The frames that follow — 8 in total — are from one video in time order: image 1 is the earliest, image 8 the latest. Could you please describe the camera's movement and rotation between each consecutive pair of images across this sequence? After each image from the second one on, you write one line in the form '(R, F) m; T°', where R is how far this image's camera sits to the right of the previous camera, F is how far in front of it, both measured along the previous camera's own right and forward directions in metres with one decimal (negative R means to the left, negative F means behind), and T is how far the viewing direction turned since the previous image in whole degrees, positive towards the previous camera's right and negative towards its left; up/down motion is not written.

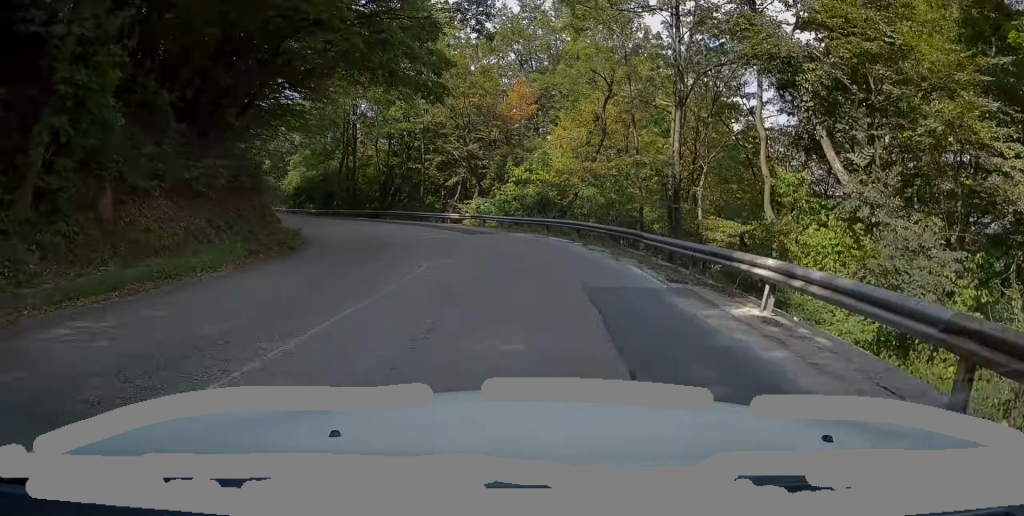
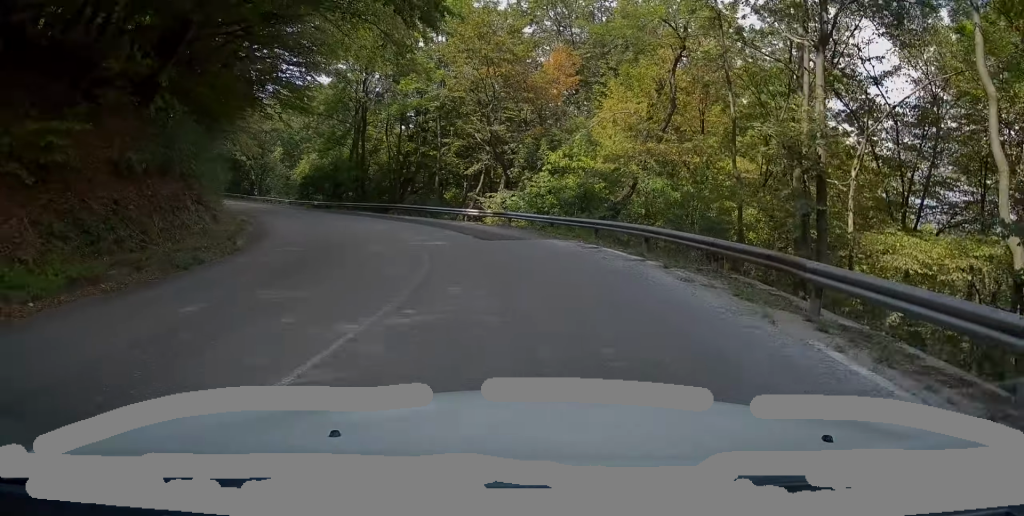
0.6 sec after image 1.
(+0.1, +7.5) m; -5°
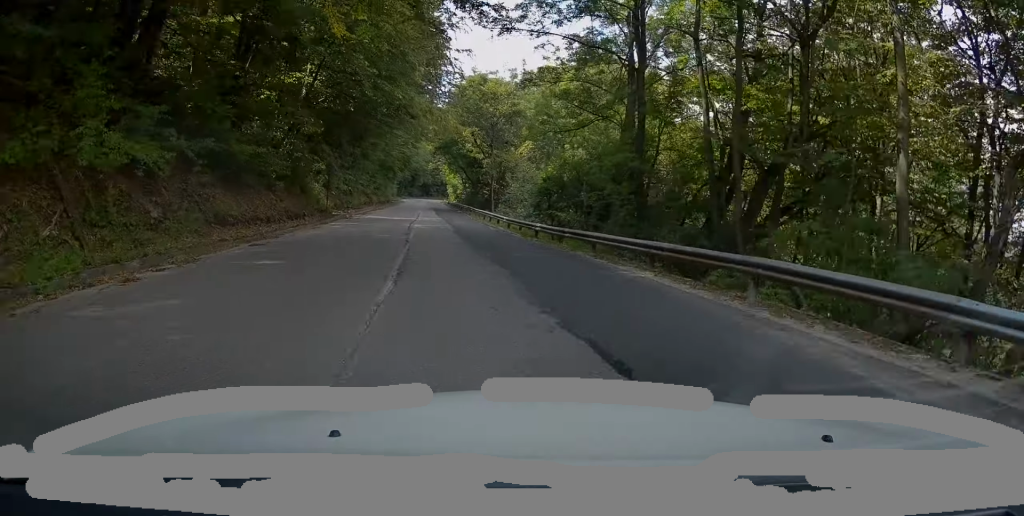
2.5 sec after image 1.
(-4.4, +28.1) m; -16°
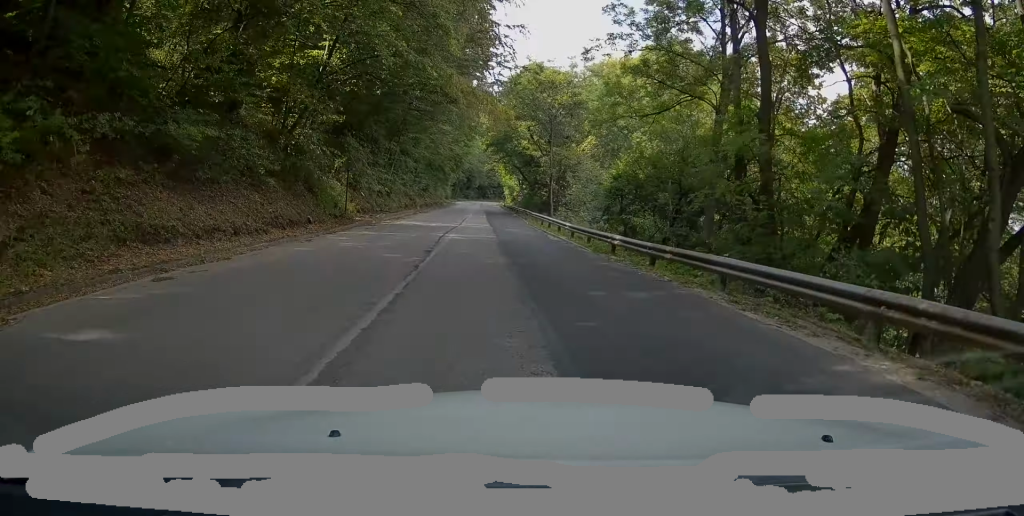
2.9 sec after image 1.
(-0.5, +6.9) m; -3°
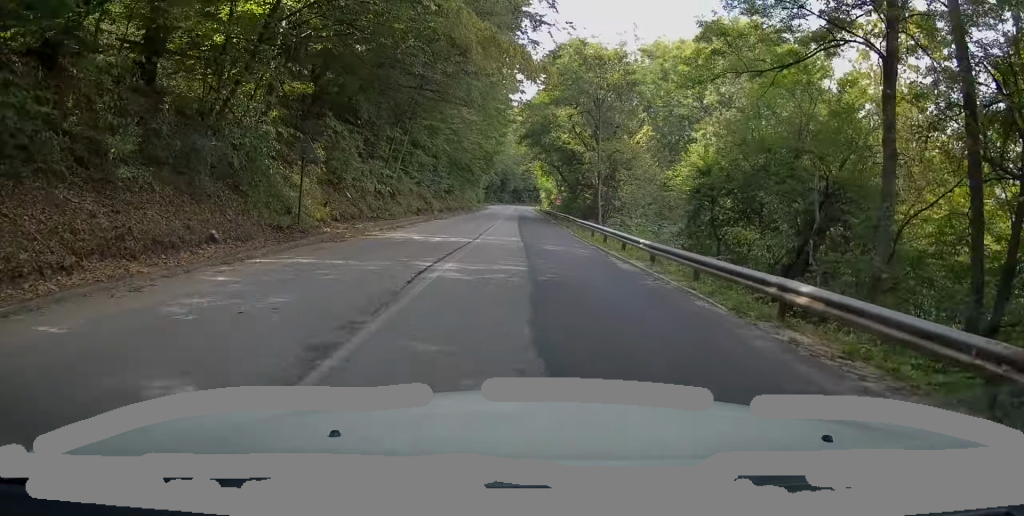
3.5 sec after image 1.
(-0.2, +9.7) m; -4°
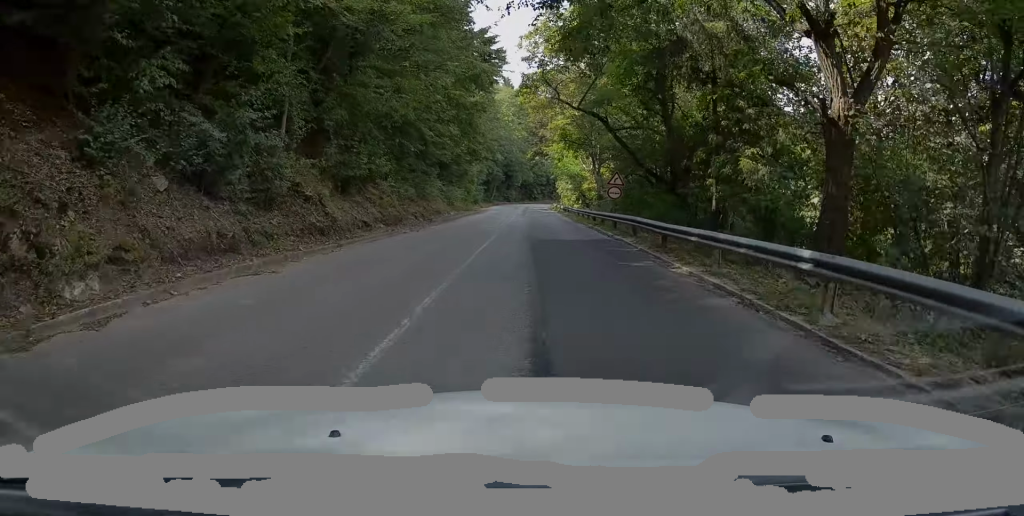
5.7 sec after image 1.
(-2.5, +35.8) m; -7°
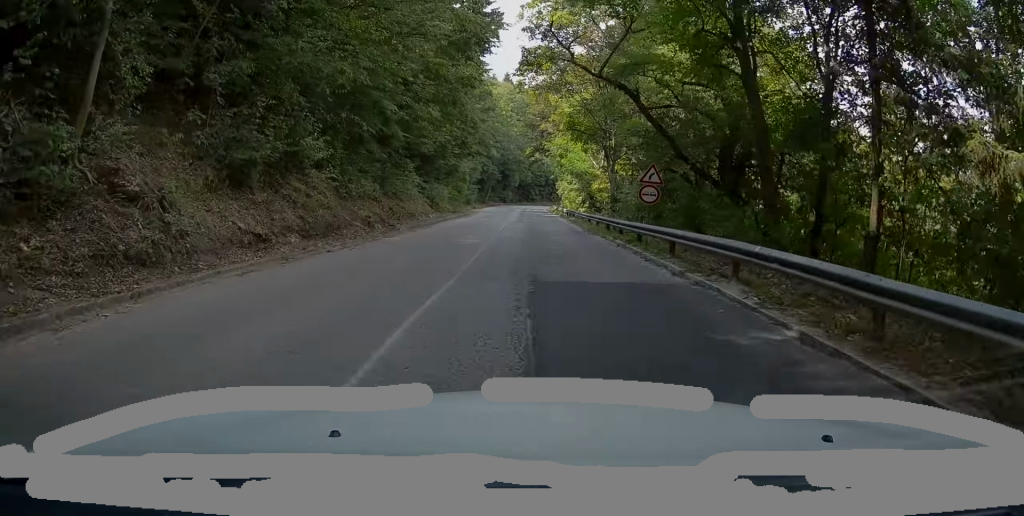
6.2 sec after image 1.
(-0.5, +8.9) m; 0°
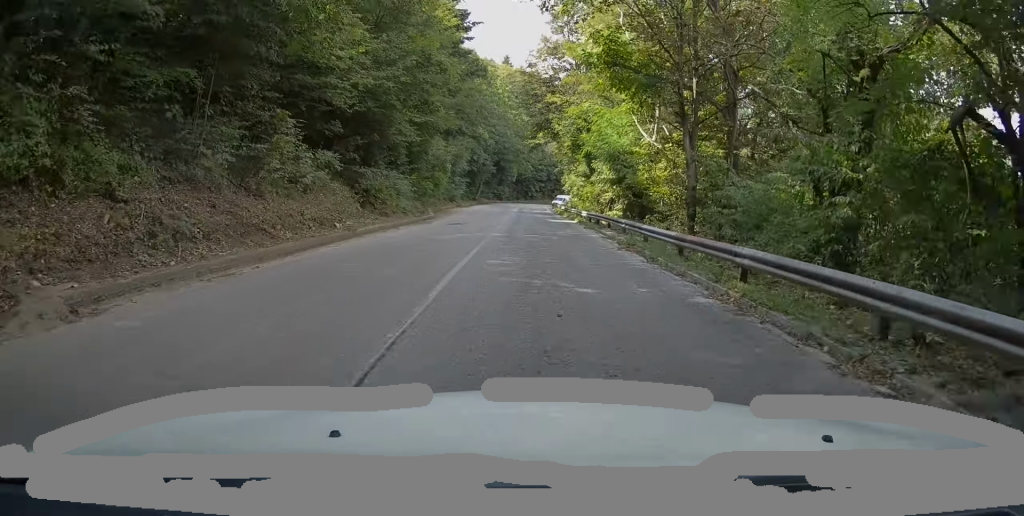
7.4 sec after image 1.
(+0.6, +19.3) m; +2°
